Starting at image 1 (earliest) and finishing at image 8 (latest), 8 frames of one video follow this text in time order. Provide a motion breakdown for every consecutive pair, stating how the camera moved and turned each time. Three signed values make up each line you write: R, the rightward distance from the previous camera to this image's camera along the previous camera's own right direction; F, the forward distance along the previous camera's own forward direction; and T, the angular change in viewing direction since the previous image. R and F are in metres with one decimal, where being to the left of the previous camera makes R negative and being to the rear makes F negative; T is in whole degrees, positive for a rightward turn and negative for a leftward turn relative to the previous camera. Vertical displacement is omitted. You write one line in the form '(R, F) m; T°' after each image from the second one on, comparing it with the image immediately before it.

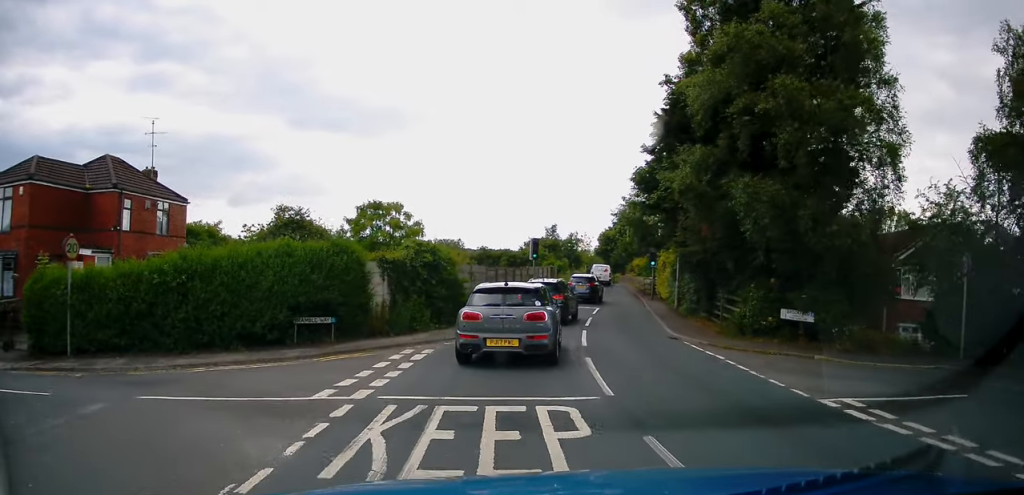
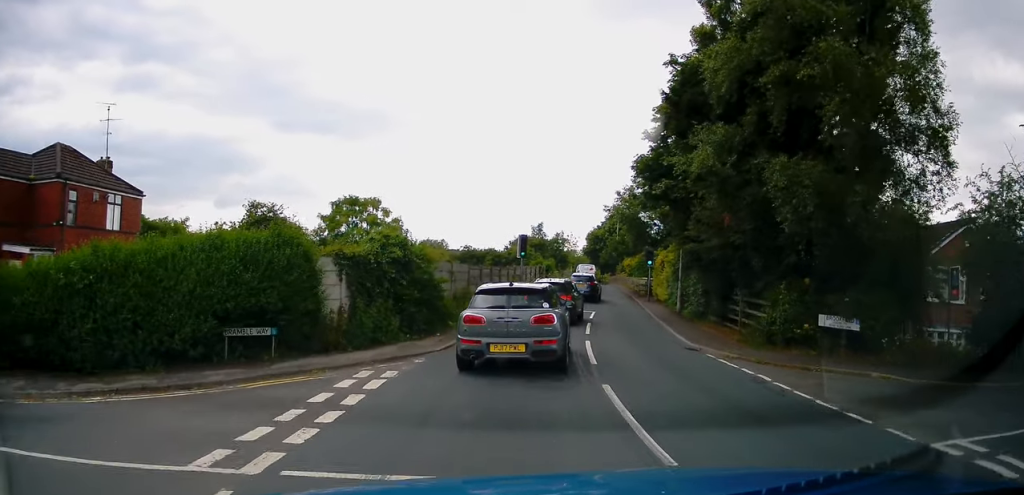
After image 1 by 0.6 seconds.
(-0.2, +3.2) m; +1°
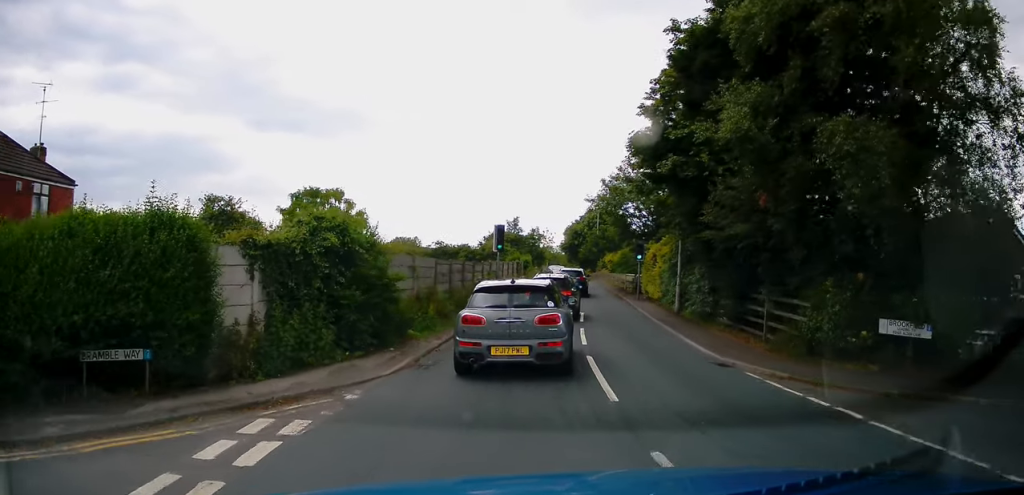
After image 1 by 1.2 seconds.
(+0.2, +3.7) m; +4°
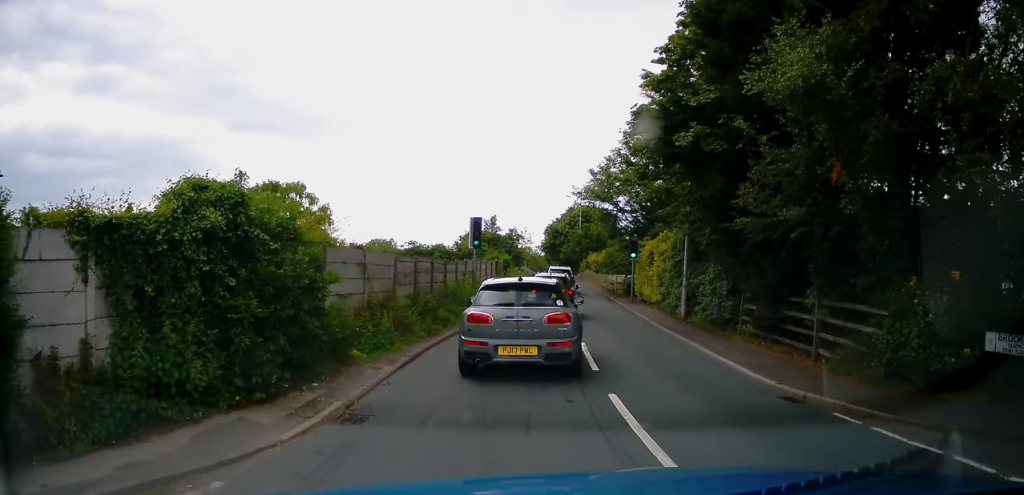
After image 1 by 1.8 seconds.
(+0.1, +3.8) m; +3°
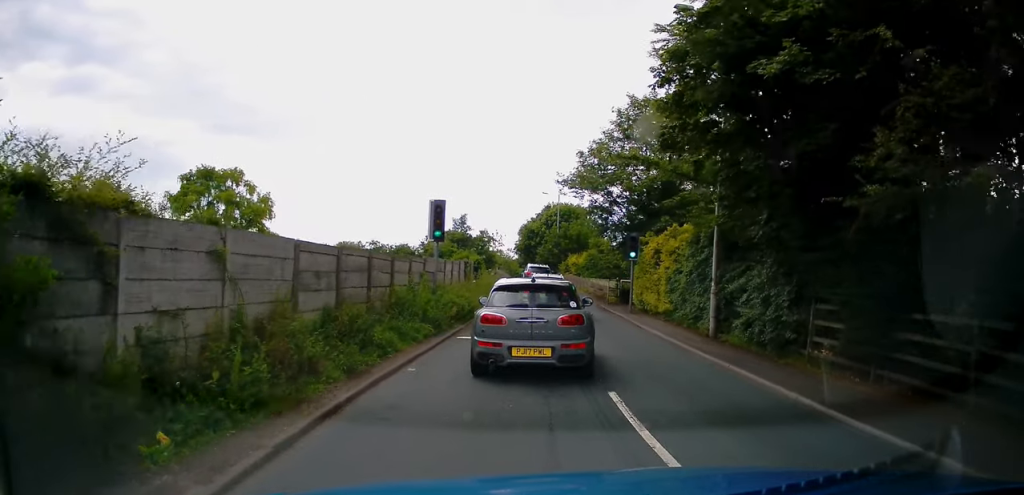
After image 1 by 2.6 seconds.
(+0.2, +5.7) m; +2°
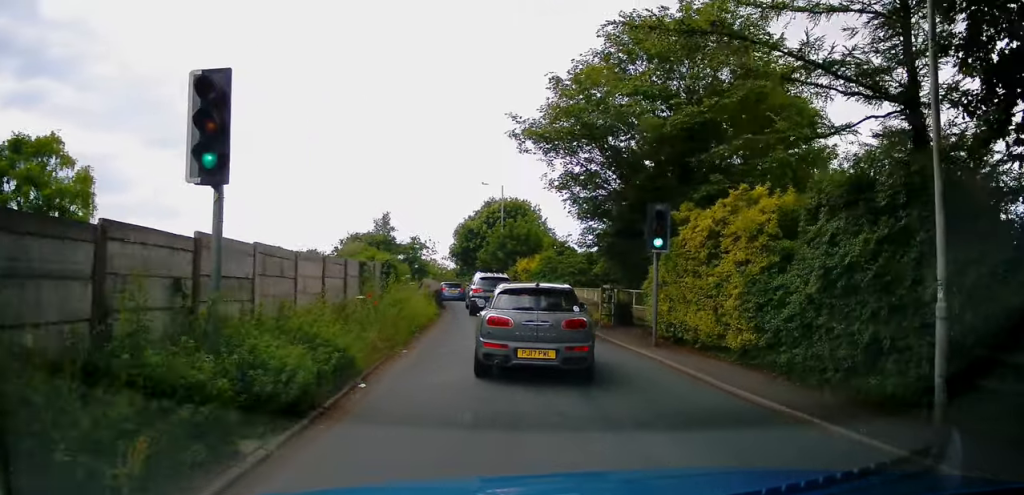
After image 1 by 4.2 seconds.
(+0.4, +11.5) m; +5°
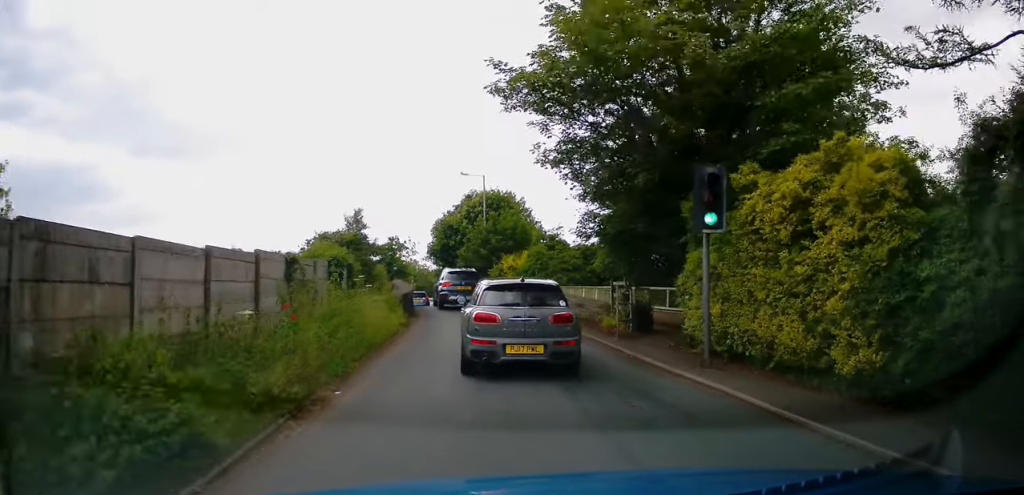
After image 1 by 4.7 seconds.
(+0.1, +4.5) m; +2°
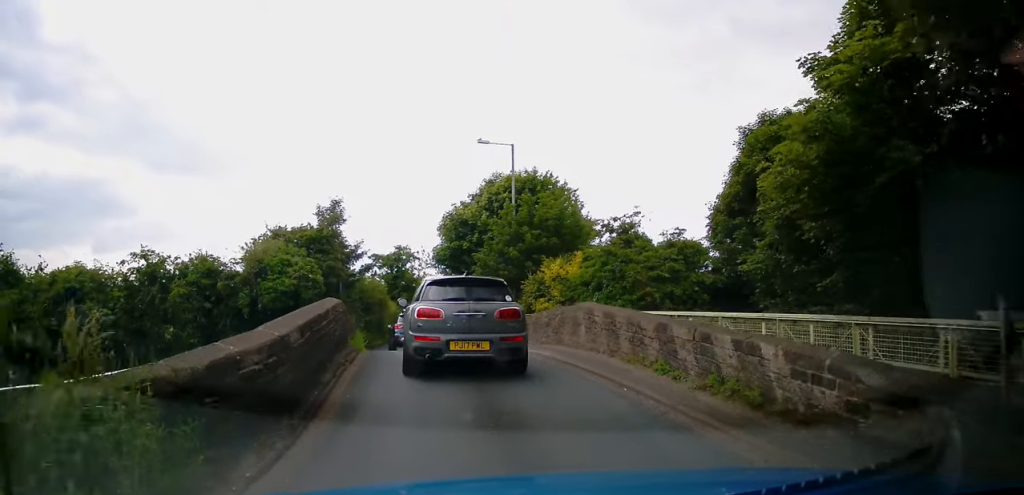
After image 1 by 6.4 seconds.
(+0.3, +14.0) m; -1°
